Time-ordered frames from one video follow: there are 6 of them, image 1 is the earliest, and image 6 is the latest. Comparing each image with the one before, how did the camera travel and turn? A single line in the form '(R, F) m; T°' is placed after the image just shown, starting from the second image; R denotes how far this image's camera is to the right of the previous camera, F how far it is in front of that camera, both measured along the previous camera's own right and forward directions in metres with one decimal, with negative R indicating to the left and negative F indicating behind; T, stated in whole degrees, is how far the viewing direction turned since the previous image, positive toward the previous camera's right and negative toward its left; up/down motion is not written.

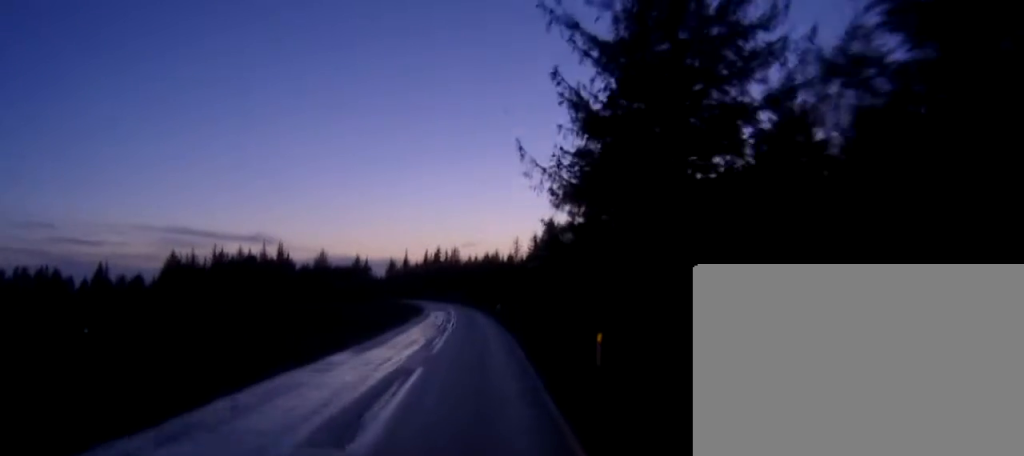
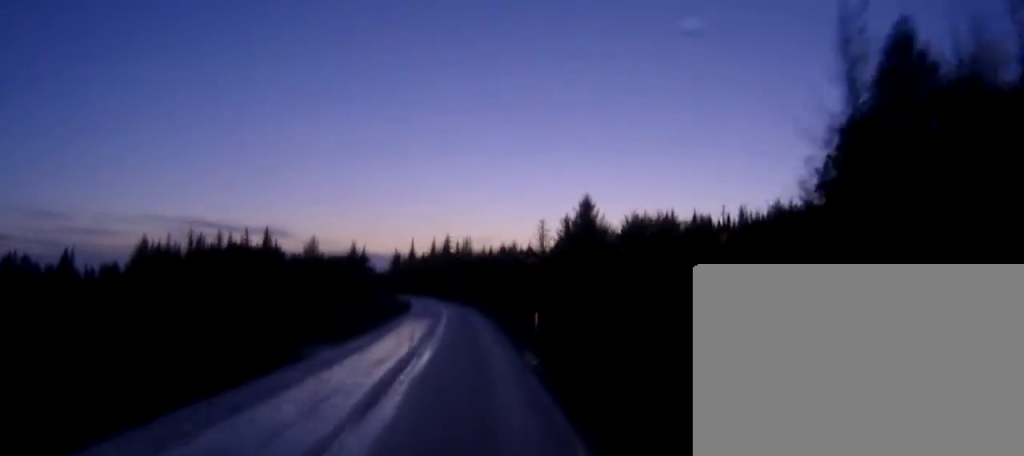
(-0.4, +36.2) m; -1°
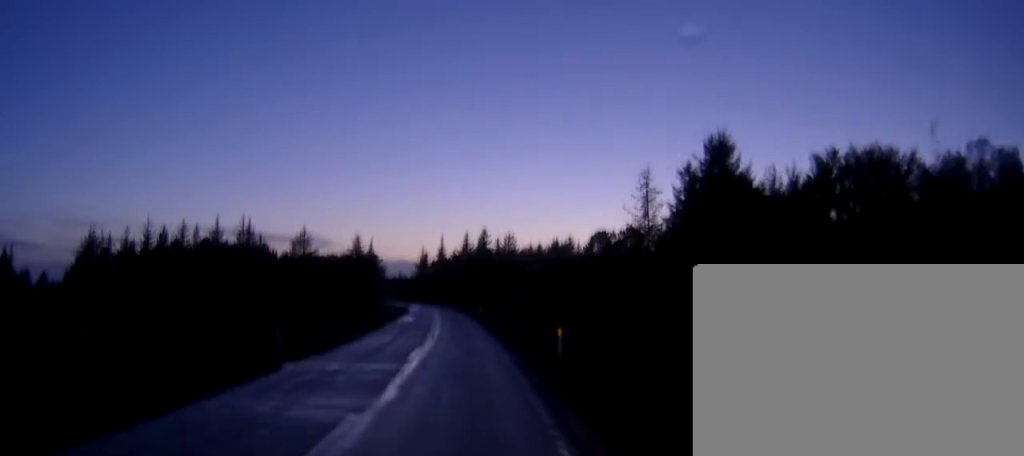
(-1.6, +58.9) m; -4°
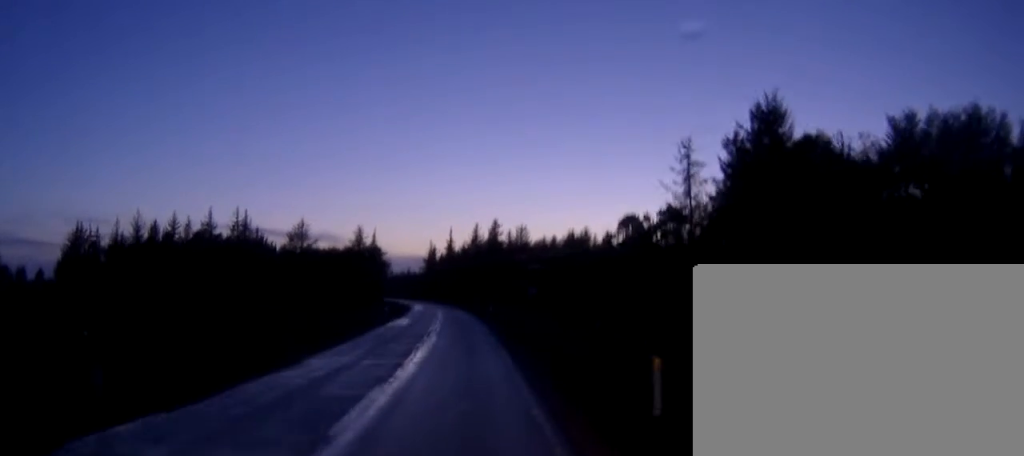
(-0.1, +11.5) m; 0°
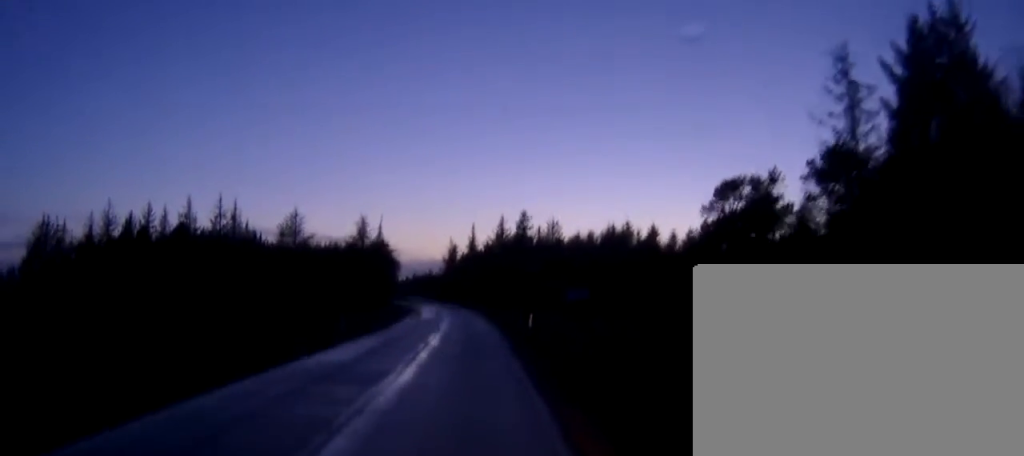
(-0.2, +25.8) m; -1°
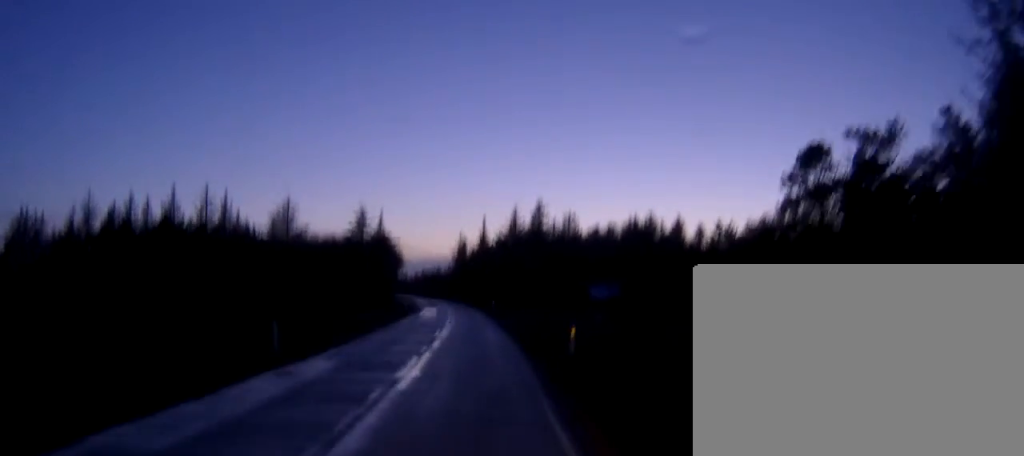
(-0.2, +13.0) m; 0°
